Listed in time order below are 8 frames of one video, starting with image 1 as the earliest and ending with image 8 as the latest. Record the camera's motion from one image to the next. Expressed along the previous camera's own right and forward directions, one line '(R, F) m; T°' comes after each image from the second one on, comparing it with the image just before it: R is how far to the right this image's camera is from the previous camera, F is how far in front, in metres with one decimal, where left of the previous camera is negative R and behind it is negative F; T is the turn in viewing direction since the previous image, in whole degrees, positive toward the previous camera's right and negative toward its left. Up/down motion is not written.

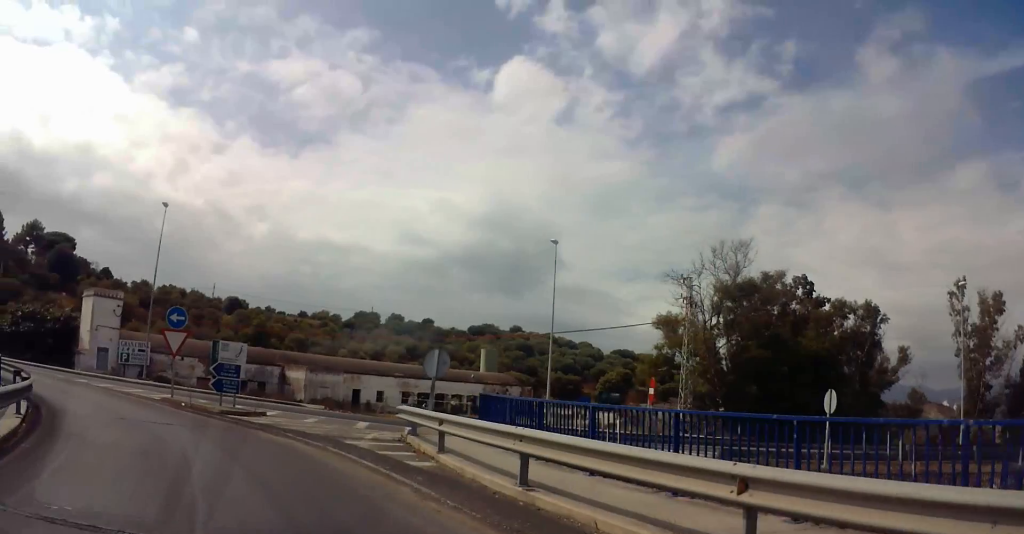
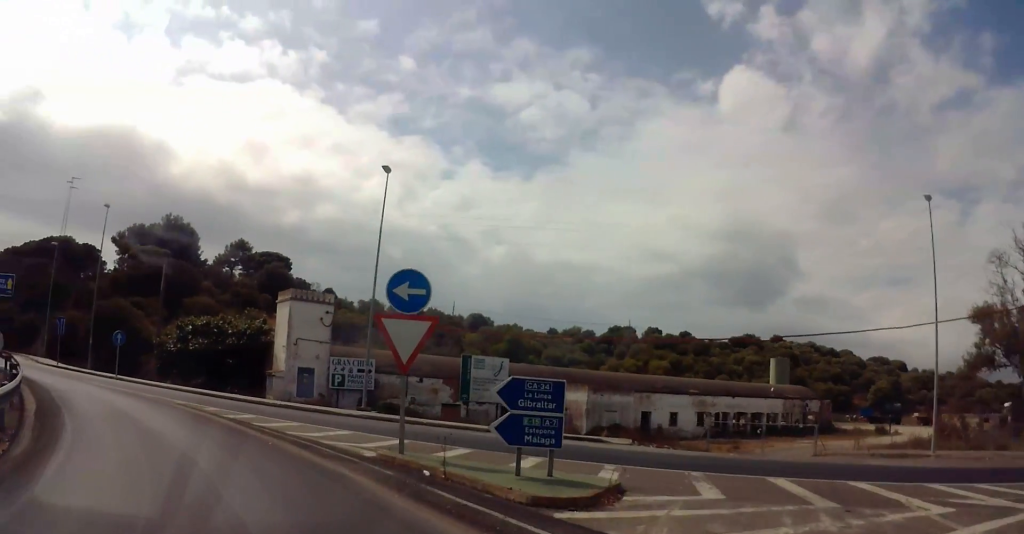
(-3.4, +11.6) m; -34°
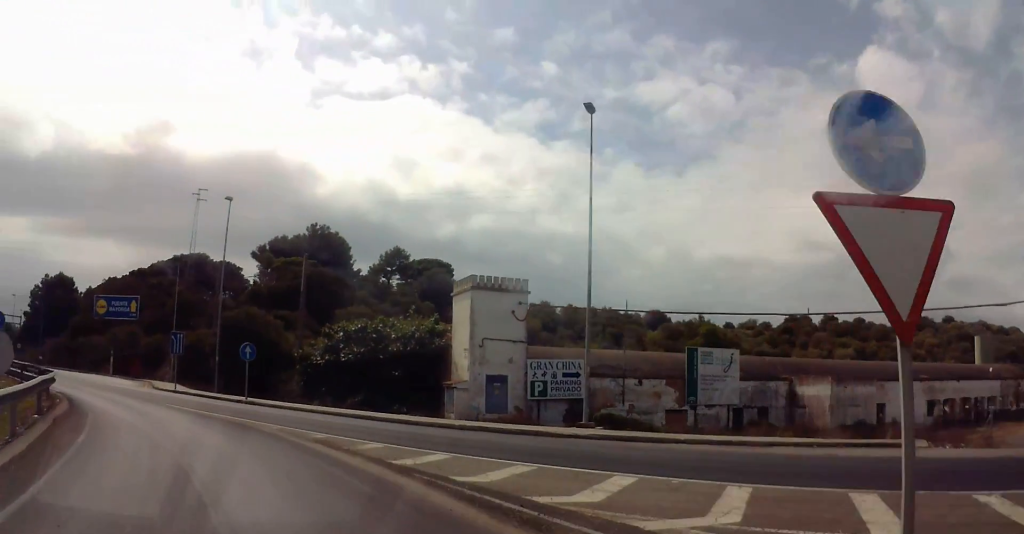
(-1.8, +7.7) m; -21°
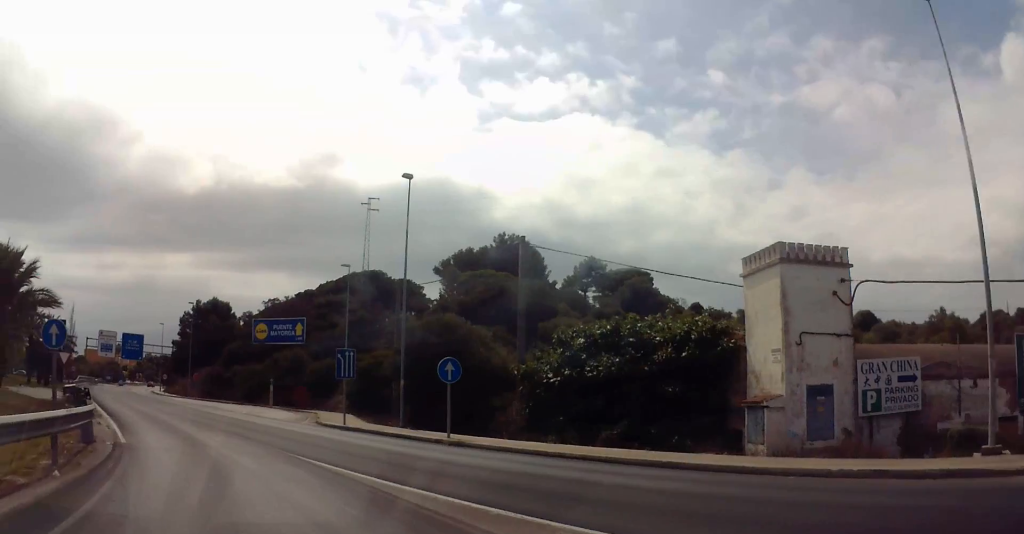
(-1.2, +9.8) m; -7°
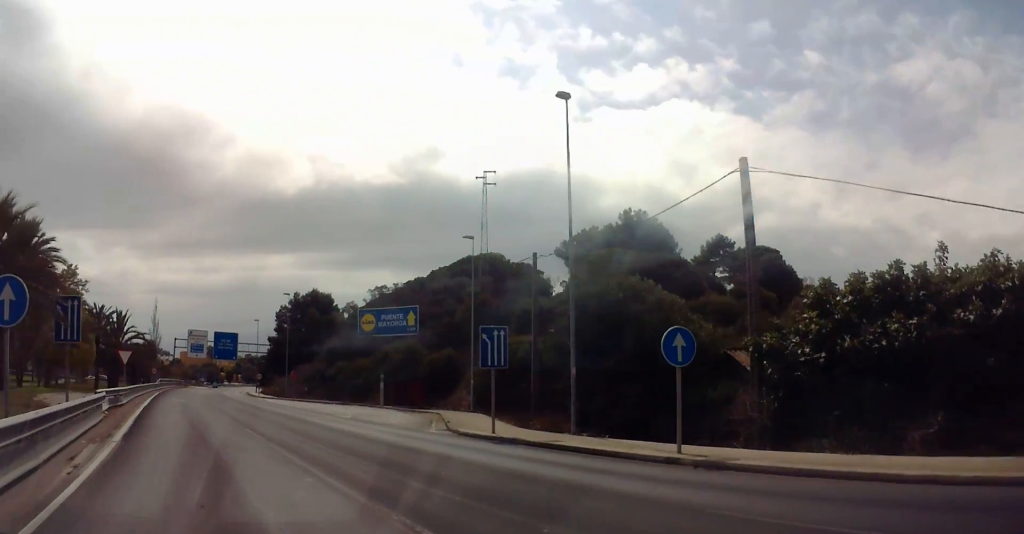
(0.0, +8.5) m; 0°
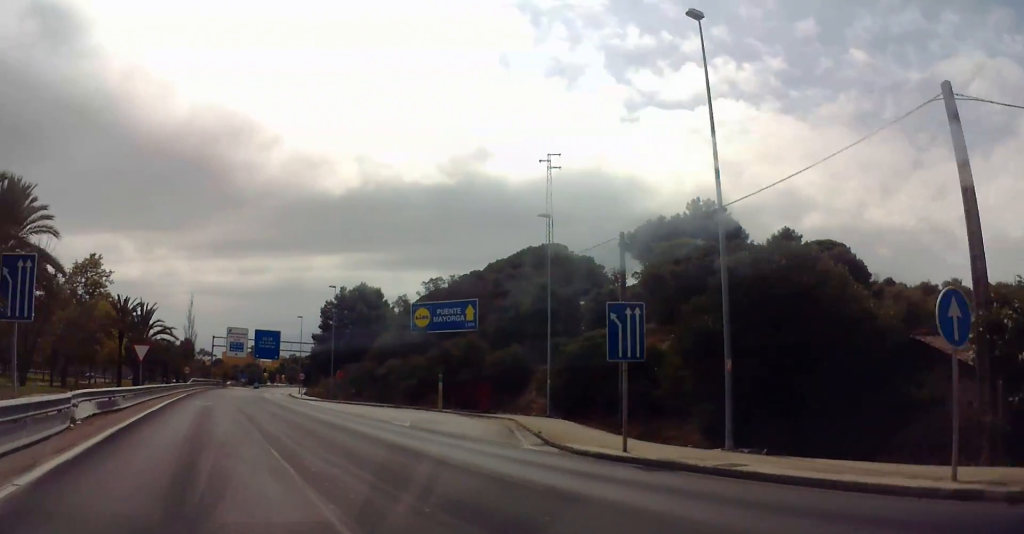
(0.0, +5.6) m; 0°
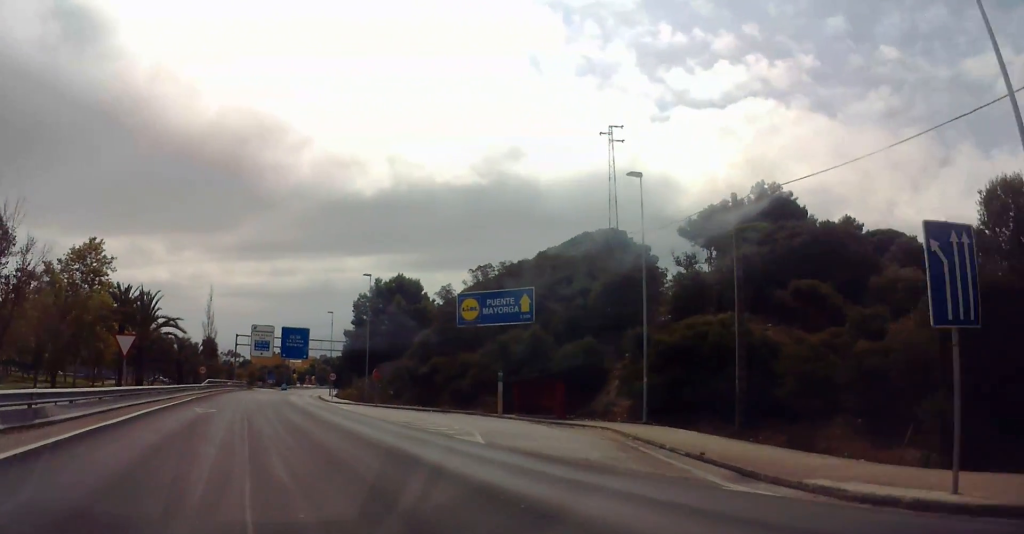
(0.0, +8.4) m; 0°
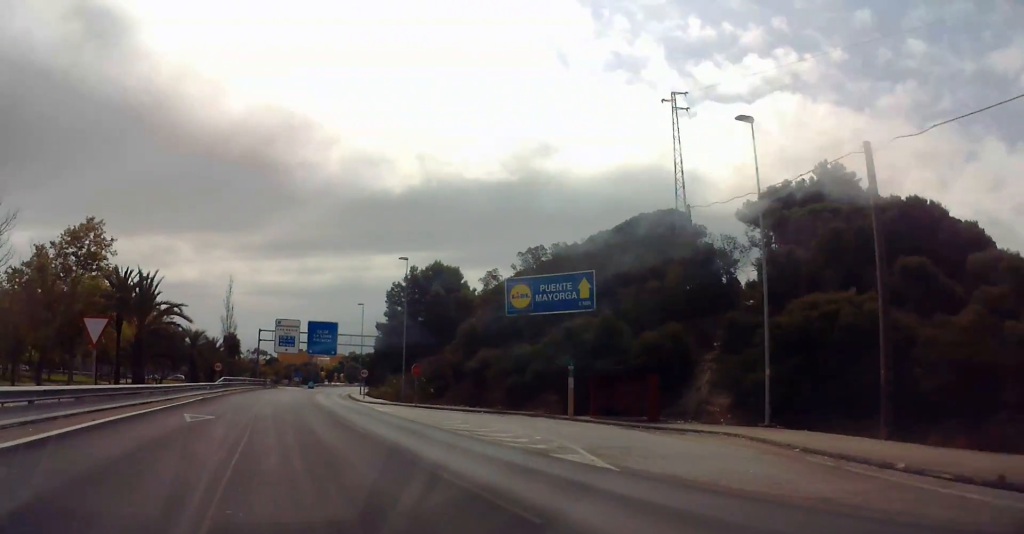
(0.0, +6.8) m; 0°
